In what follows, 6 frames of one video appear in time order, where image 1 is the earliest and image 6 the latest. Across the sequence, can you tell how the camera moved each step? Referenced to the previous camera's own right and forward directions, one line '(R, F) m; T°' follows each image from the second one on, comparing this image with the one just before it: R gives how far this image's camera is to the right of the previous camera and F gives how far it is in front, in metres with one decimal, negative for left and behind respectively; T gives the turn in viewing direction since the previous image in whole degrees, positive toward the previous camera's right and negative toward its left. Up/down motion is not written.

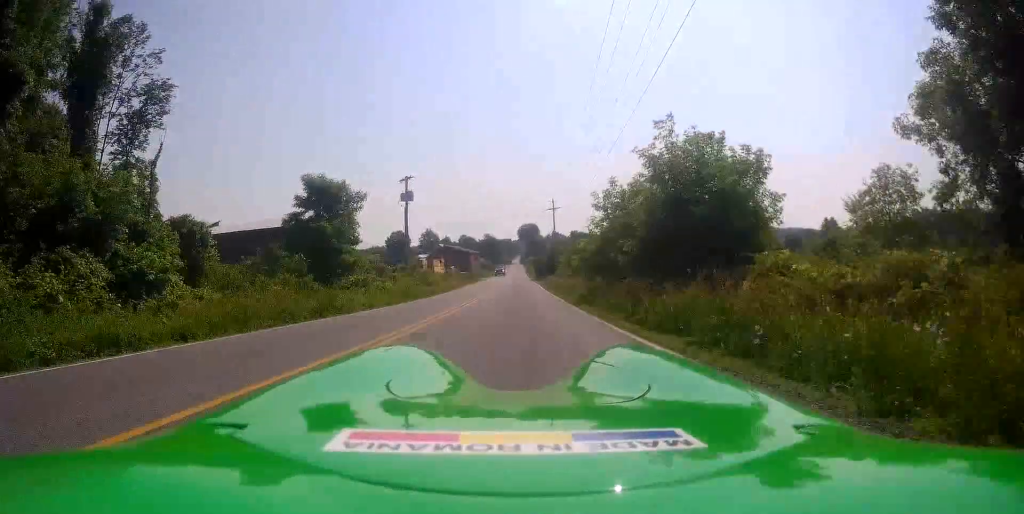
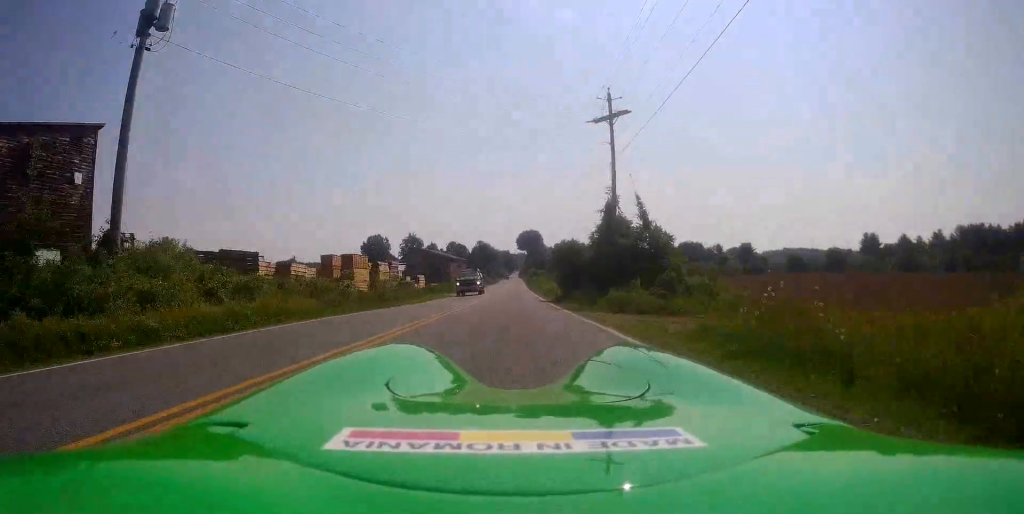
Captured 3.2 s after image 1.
(+2.0, +48.8) m; +4°
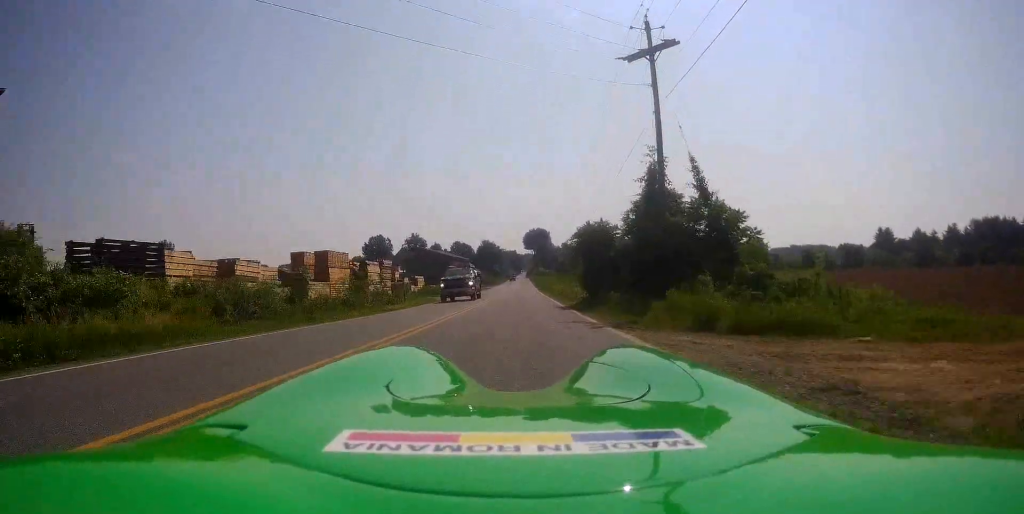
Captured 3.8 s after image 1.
(+0.1, +9.0) m; -1°
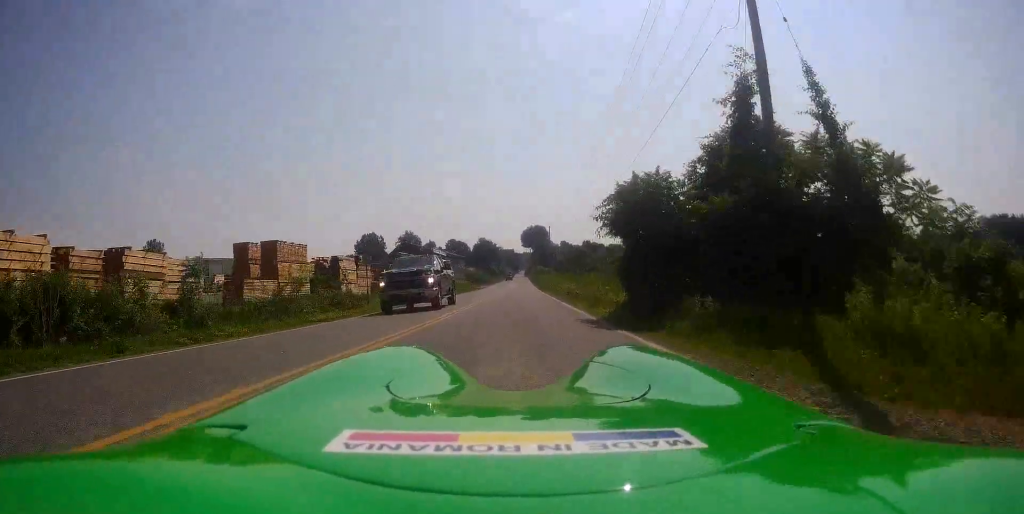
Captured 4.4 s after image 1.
(+0.2, +9.1) m; -2°
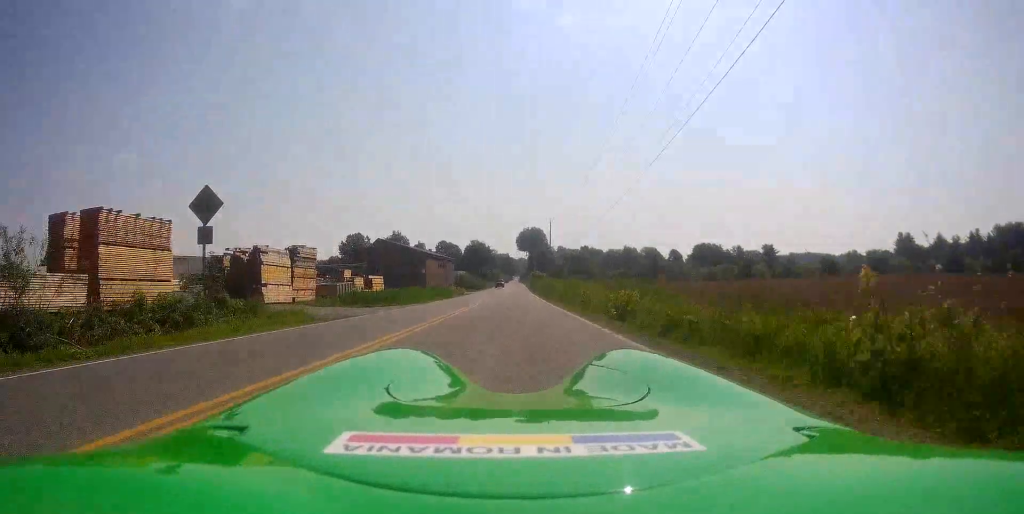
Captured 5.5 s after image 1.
(-0.9, +16.4) m; -2°
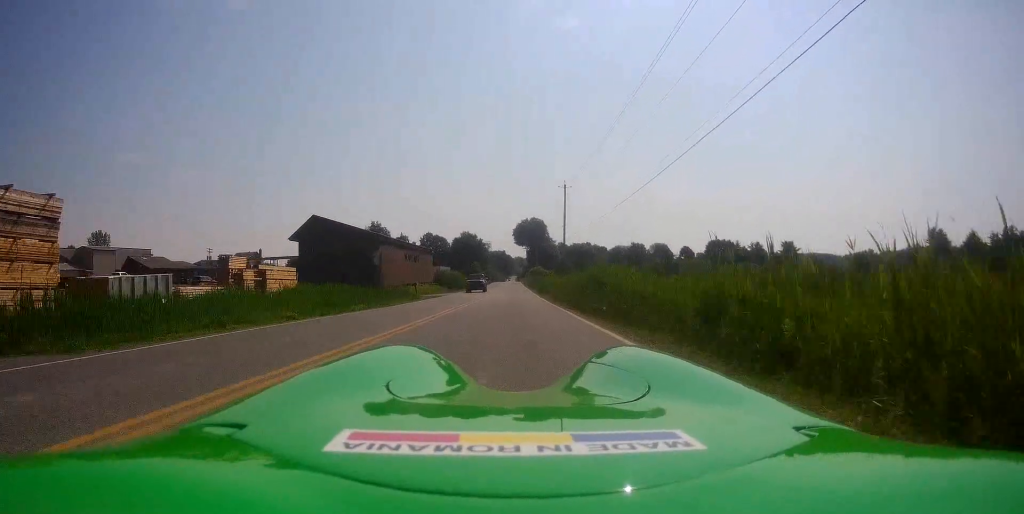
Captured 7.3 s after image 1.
(+1.8, +30.0) m; +2°
